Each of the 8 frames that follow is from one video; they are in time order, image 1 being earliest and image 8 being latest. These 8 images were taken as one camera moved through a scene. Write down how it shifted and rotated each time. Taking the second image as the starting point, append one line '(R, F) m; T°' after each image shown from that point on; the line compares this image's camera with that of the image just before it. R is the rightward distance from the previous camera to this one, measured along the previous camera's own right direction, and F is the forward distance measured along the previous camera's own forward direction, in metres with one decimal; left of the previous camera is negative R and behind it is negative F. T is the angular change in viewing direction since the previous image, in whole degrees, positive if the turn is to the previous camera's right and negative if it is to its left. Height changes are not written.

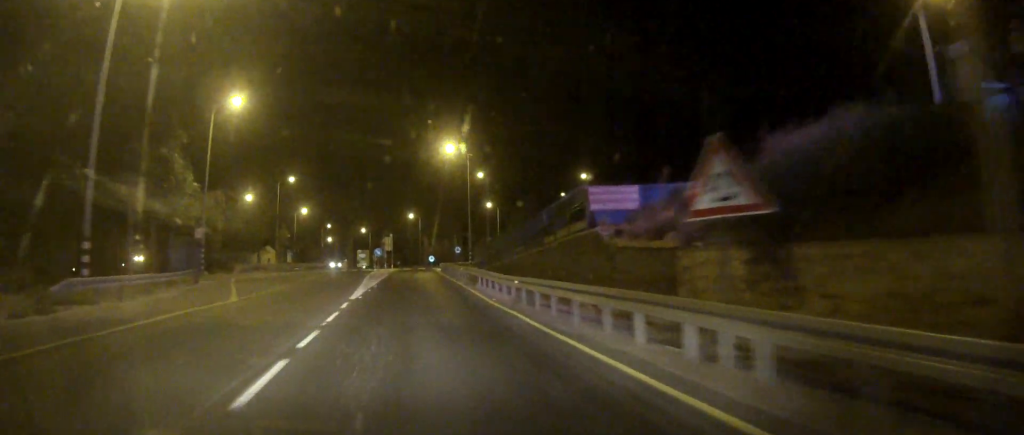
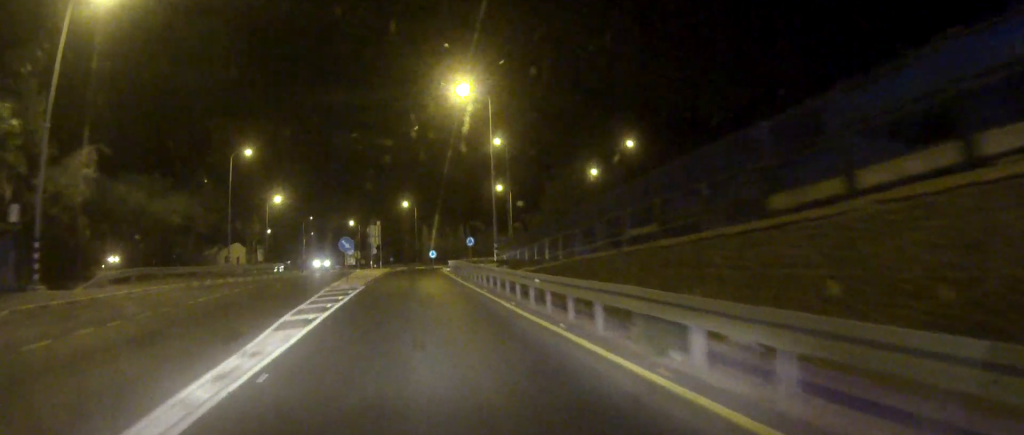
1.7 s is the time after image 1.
(+0.1, +25.2) m; +1°
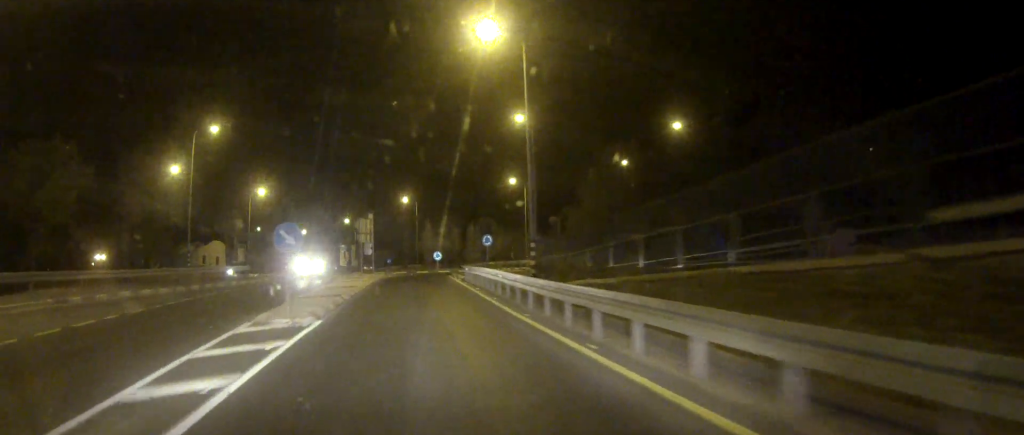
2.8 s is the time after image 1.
(+0.1, +14.6) m; 0°
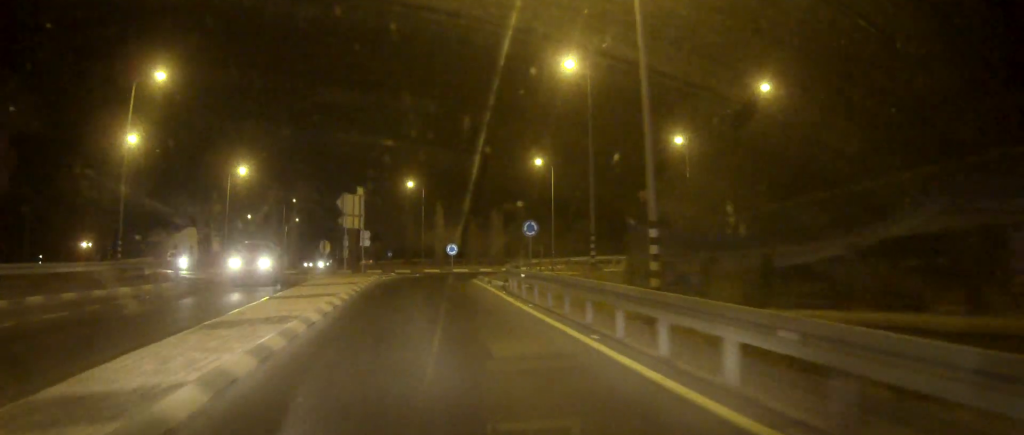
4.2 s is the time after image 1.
(0.0, +17.0) m; -1°
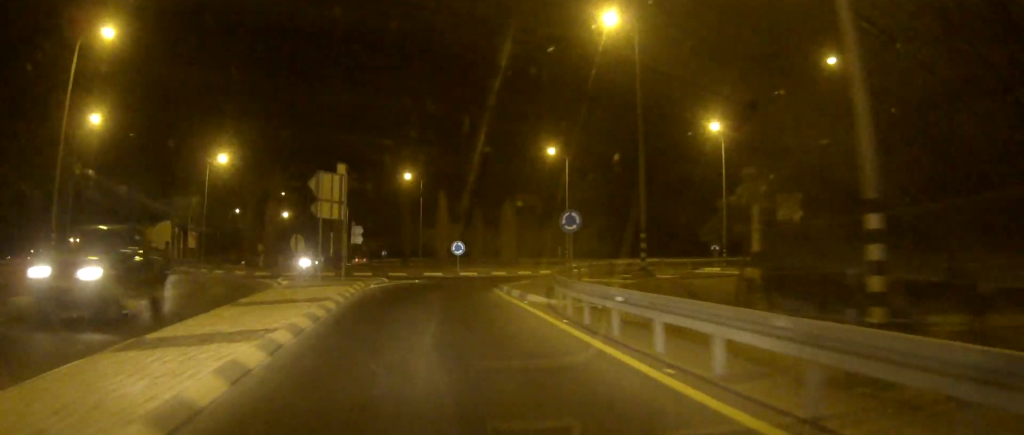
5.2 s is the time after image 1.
(-0.1, +10.0) m; 0°
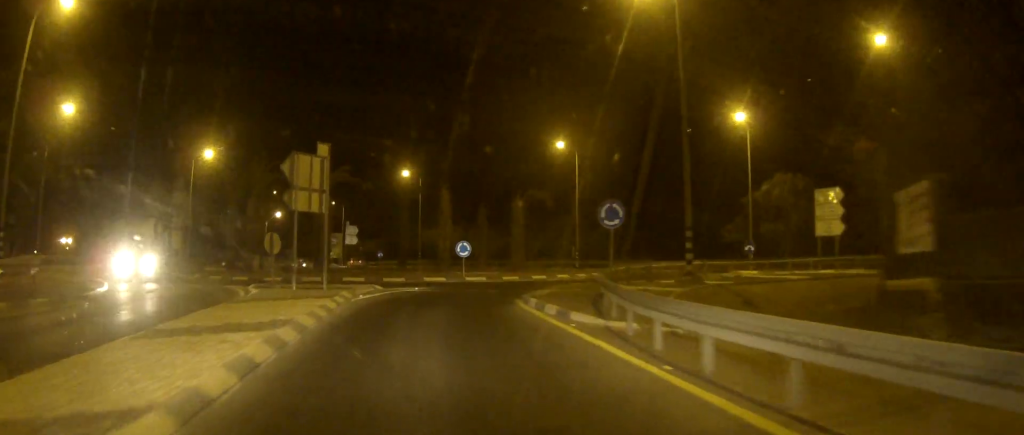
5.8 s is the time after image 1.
(0.0, +6.1) m; +1°
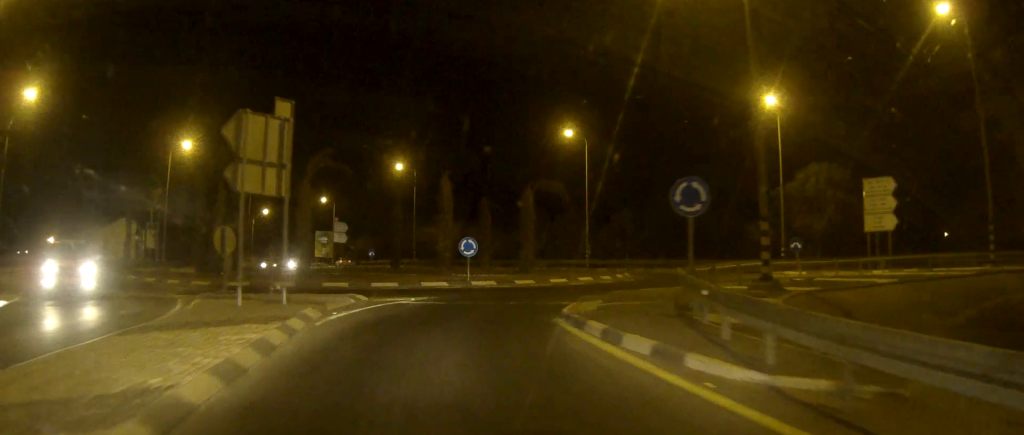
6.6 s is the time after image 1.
(+0.1, +7.0) m; +1°
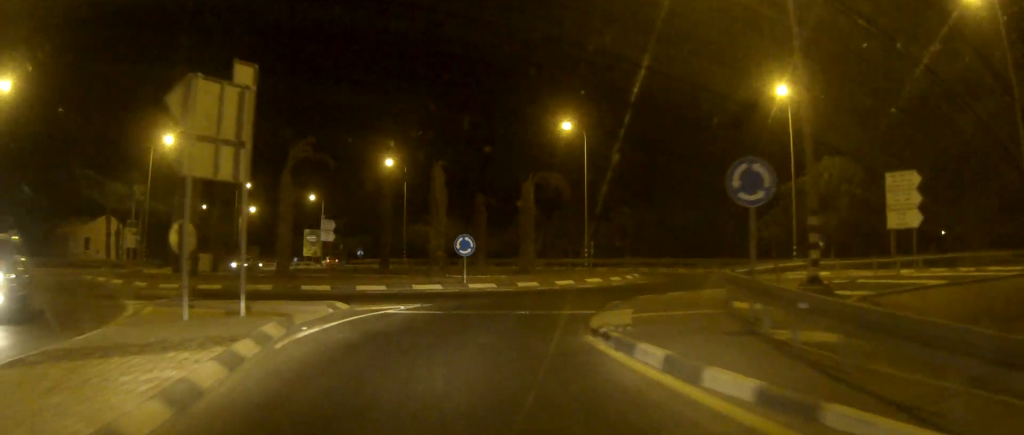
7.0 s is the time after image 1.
(0.0, +3.4) m; +1°
